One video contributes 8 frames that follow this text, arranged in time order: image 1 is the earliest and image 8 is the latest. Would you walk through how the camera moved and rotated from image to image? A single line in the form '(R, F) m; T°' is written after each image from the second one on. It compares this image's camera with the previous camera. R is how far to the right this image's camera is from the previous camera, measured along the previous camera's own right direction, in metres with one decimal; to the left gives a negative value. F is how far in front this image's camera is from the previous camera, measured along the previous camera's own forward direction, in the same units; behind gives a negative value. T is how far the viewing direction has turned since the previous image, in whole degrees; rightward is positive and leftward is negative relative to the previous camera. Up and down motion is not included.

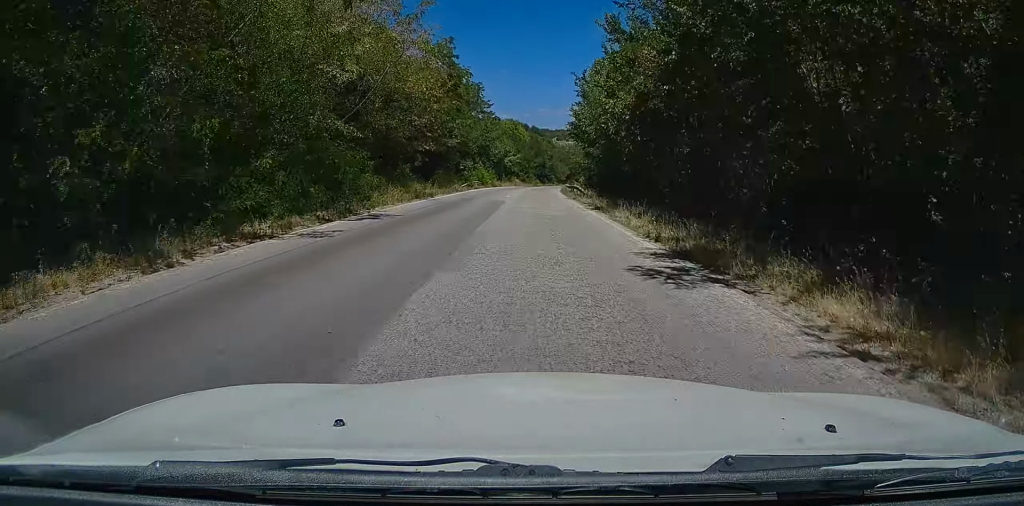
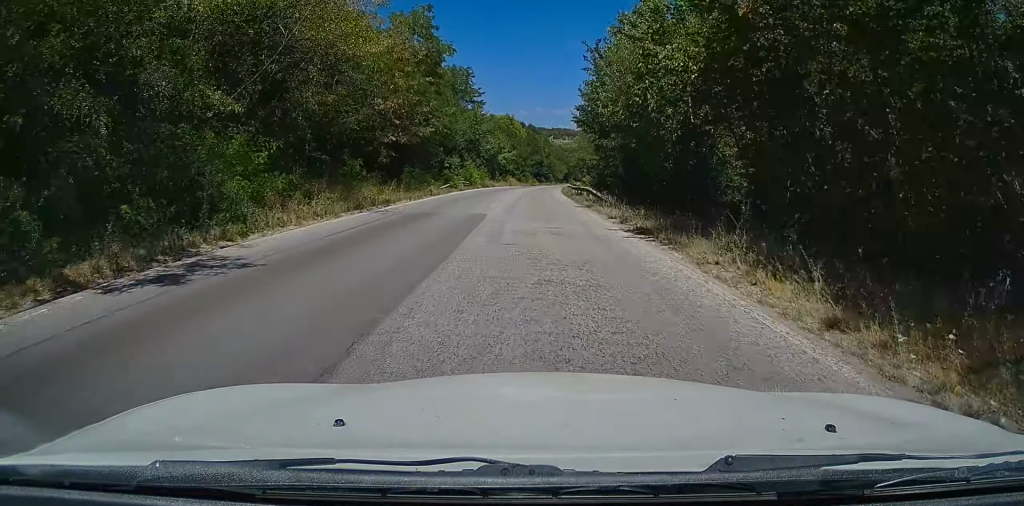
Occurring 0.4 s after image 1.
(0.0, +10.8) m; 0°
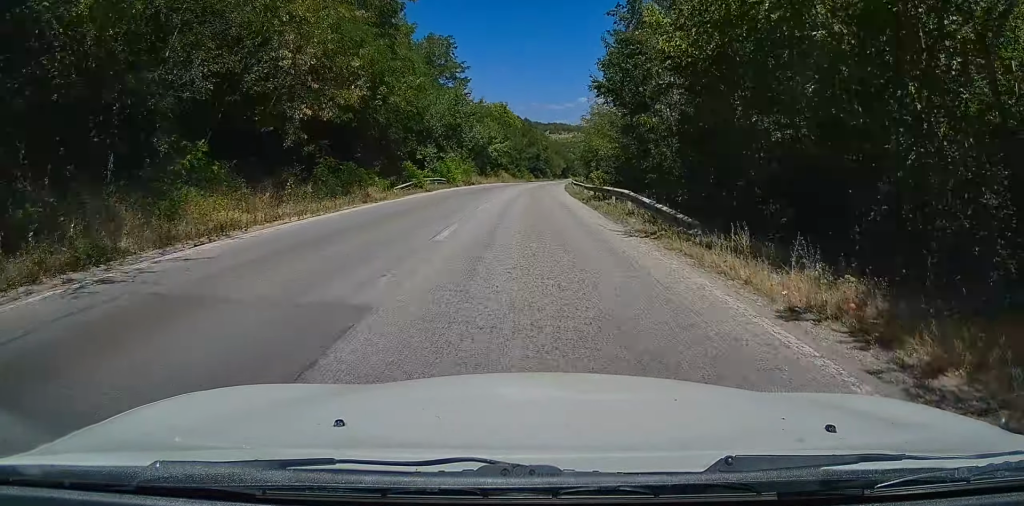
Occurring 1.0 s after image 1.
(0.0, +14.2) m; 0°
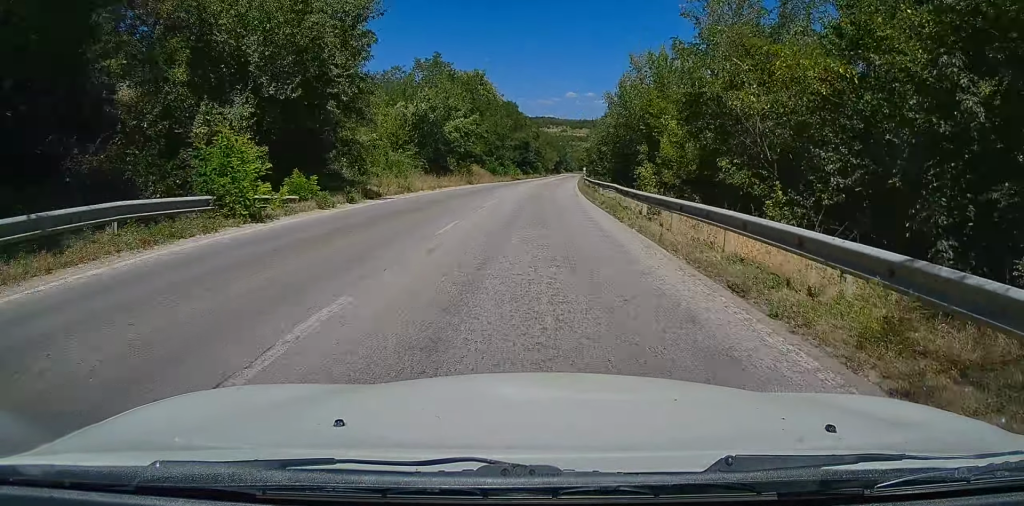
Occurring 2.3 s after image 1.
(+0.1, +34.0) m; +1°
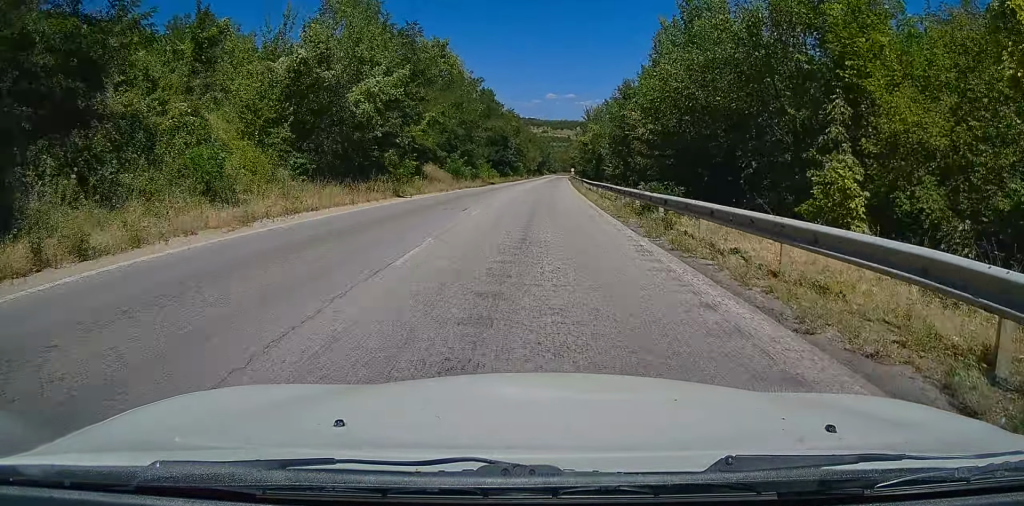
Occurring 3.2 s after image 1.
(+0.2, +22.4) m; +1°
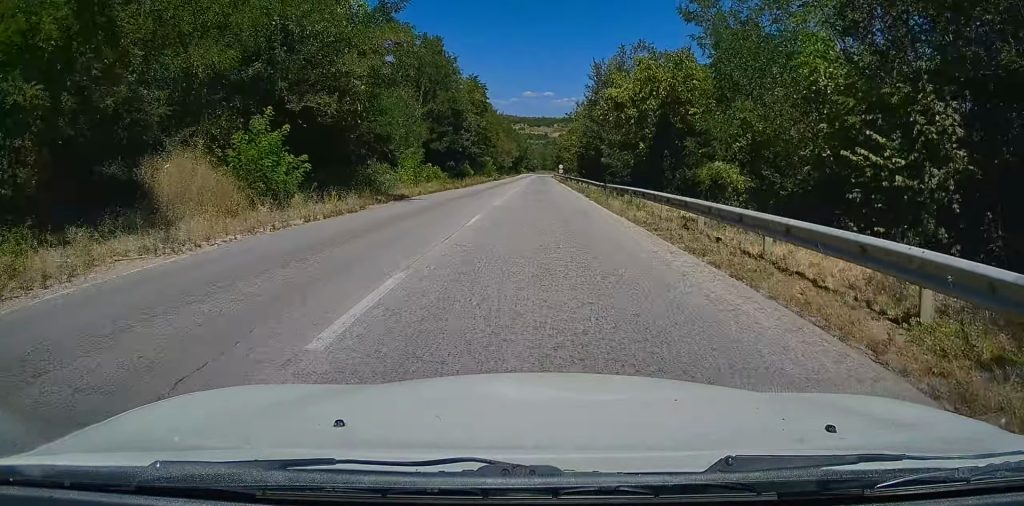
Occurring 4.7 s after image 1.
(+0.7, +39.0) m; +2°
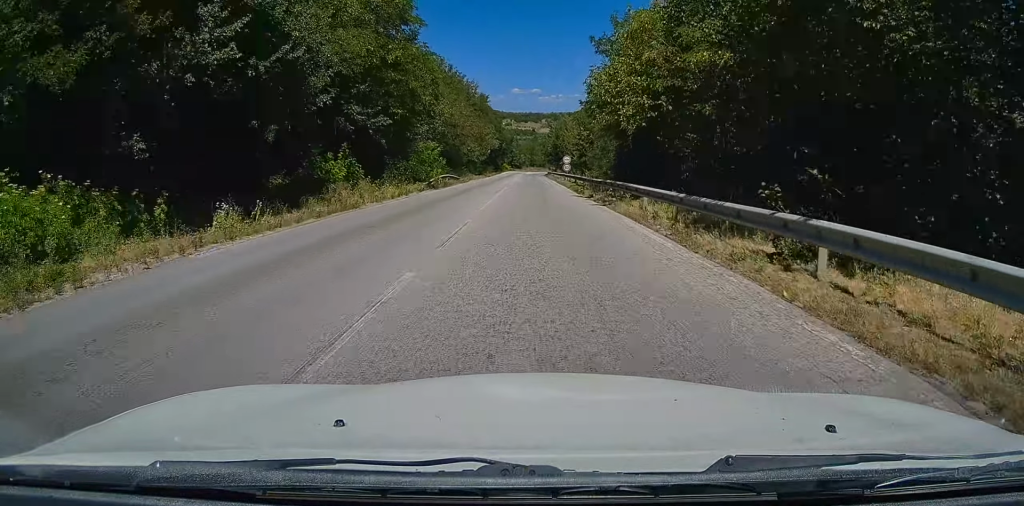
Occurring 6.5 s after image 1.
(+0.8, +46.4) m; +2°
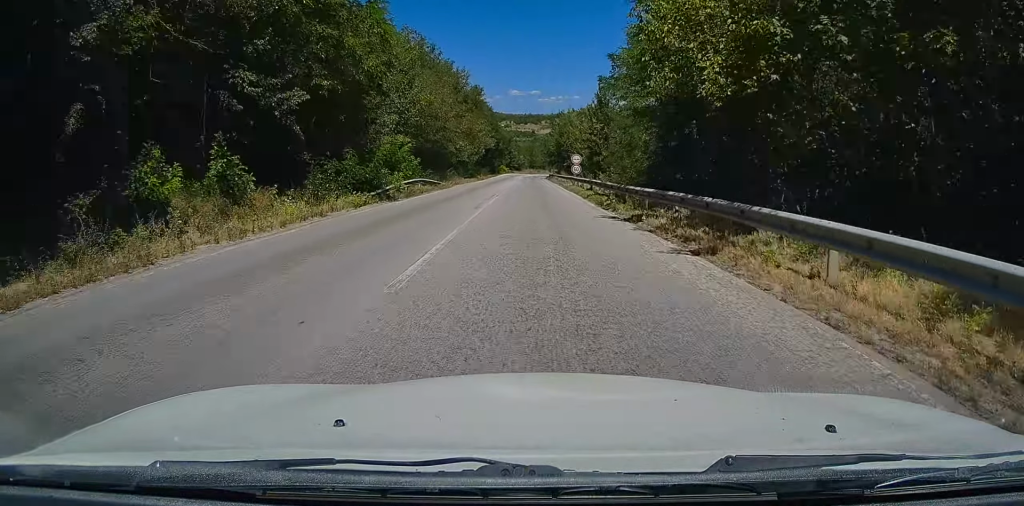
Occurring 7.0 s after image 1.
(0.0, +12.6) m; +1°
